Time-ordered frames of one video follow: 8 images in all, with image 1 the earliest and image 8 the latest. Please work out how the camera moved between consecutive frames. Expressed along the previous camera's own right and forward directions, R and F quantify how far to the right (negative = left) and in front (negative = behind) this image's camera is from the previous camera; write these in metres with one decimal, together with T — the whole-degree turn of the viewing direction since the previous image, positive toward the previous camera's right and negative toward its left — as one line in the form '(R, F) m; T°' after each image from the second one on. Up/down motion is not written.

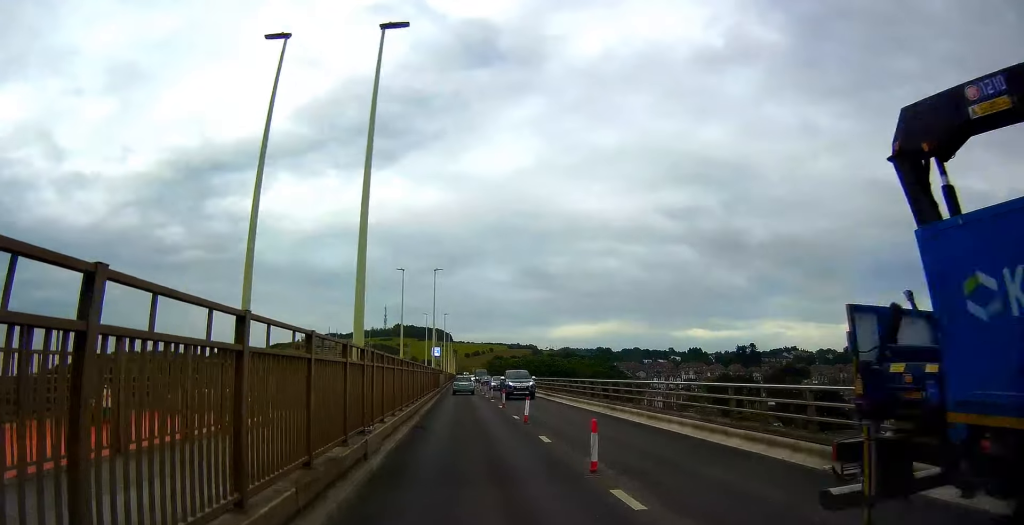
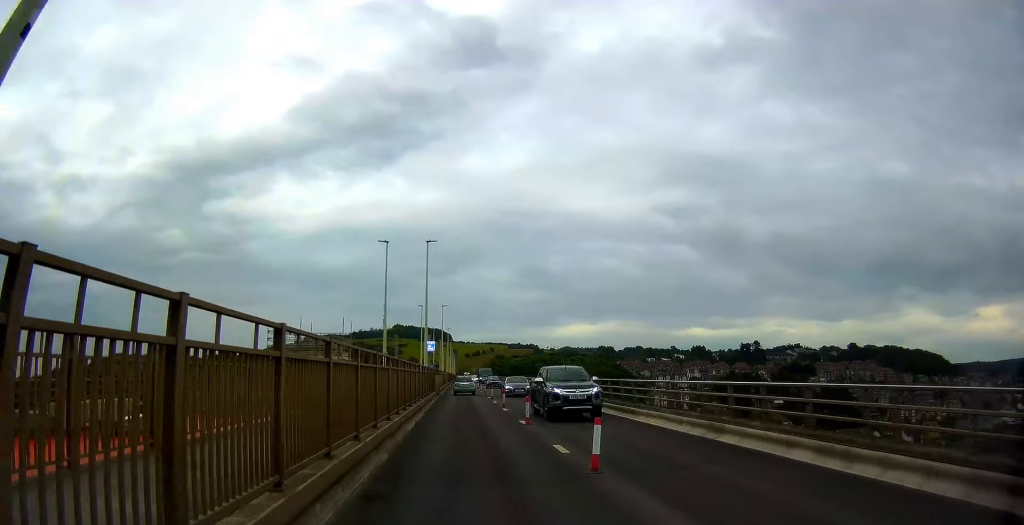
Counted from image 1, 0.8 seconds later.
(0.0, +9.1) m; 0°
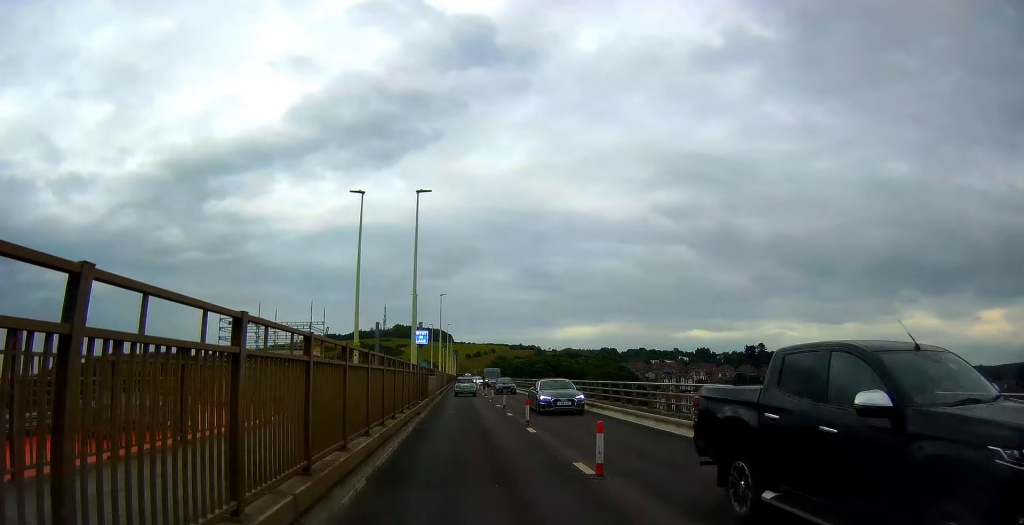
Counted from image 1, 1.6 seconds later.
(0.0, +8.6) m; -1°
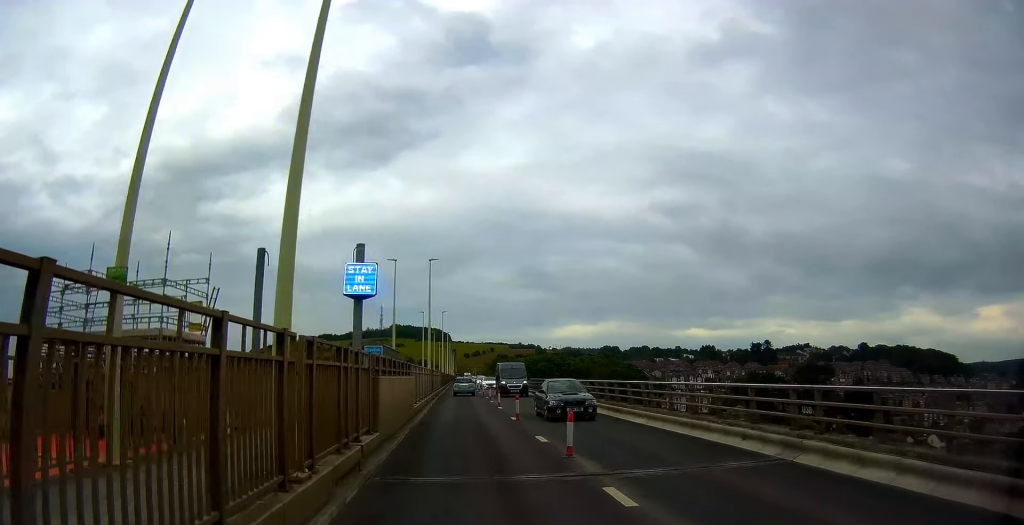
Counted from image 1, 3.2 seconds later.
(-0.5, +16.5) m; -2°
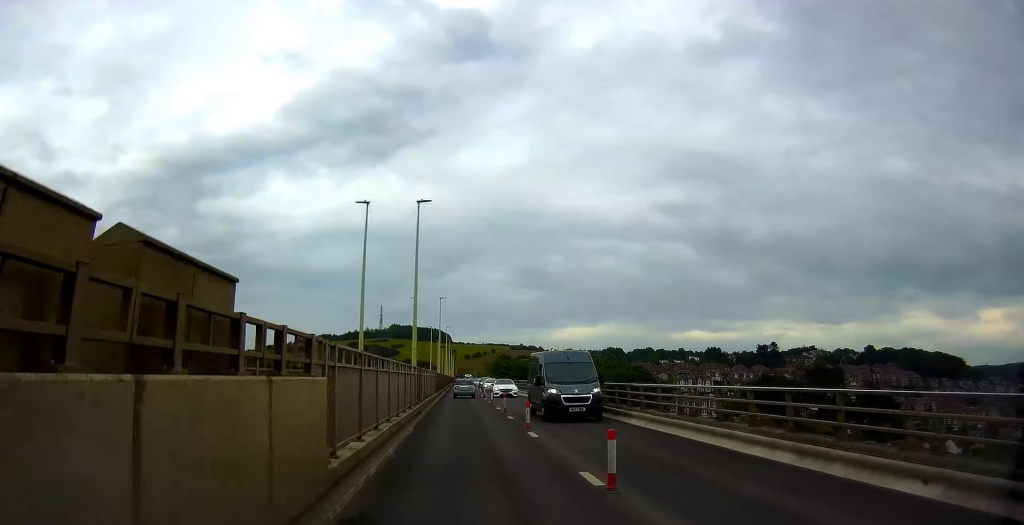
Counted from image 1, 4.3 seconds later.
(+0.3, +11.9) m; +2°
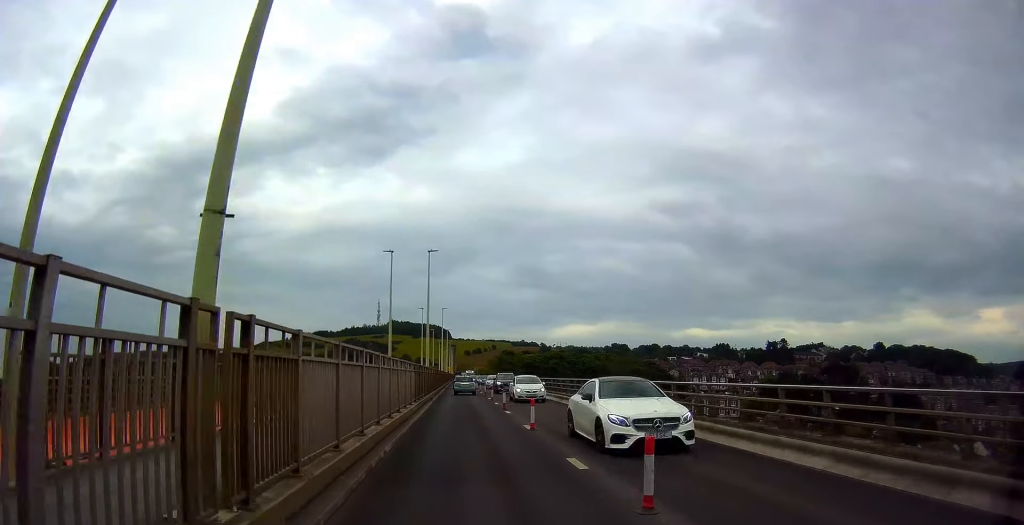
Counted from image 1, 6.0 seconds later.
(+0.4, +19.6) m; +1°
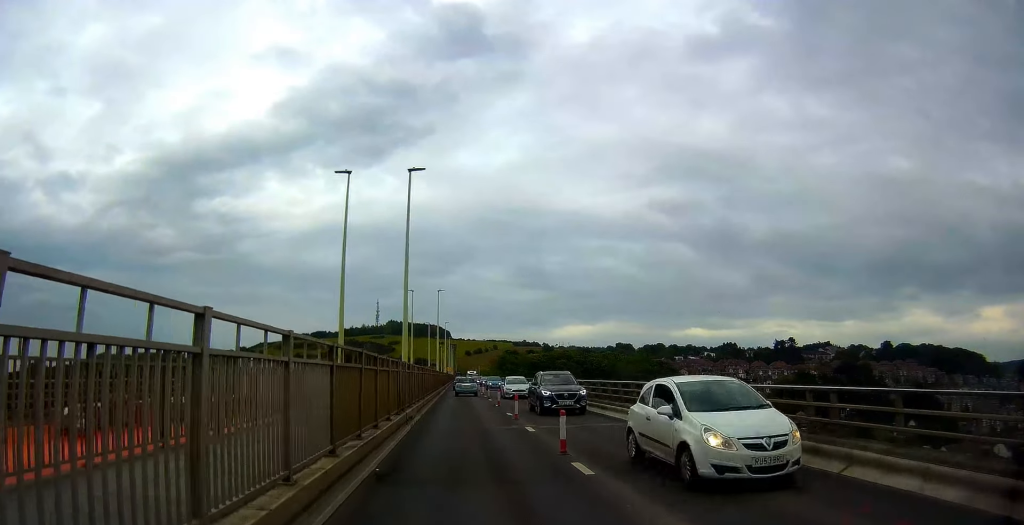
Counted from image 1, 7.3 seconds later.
(-0.3, +14.0) m; -2°
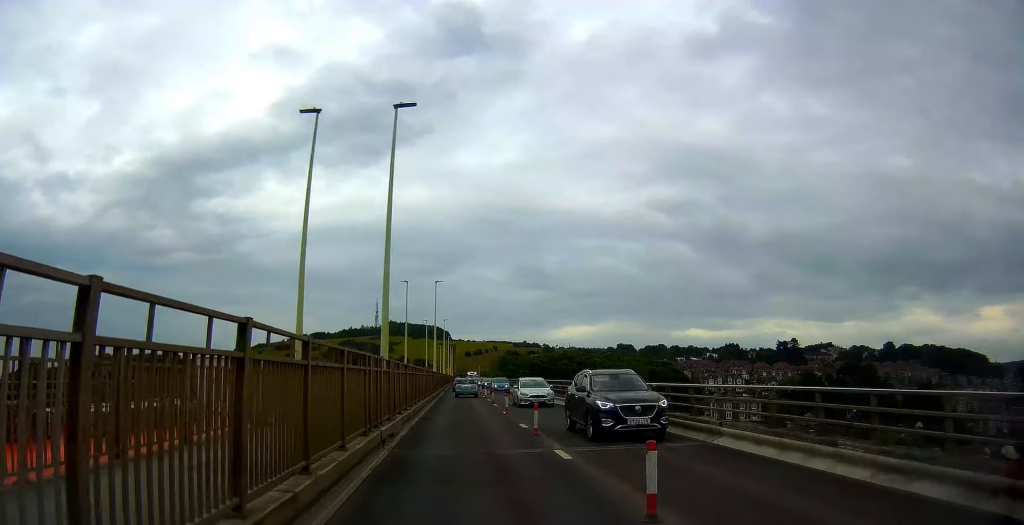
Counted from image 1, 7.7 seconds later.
(0.0, +5.4) m; 0°
